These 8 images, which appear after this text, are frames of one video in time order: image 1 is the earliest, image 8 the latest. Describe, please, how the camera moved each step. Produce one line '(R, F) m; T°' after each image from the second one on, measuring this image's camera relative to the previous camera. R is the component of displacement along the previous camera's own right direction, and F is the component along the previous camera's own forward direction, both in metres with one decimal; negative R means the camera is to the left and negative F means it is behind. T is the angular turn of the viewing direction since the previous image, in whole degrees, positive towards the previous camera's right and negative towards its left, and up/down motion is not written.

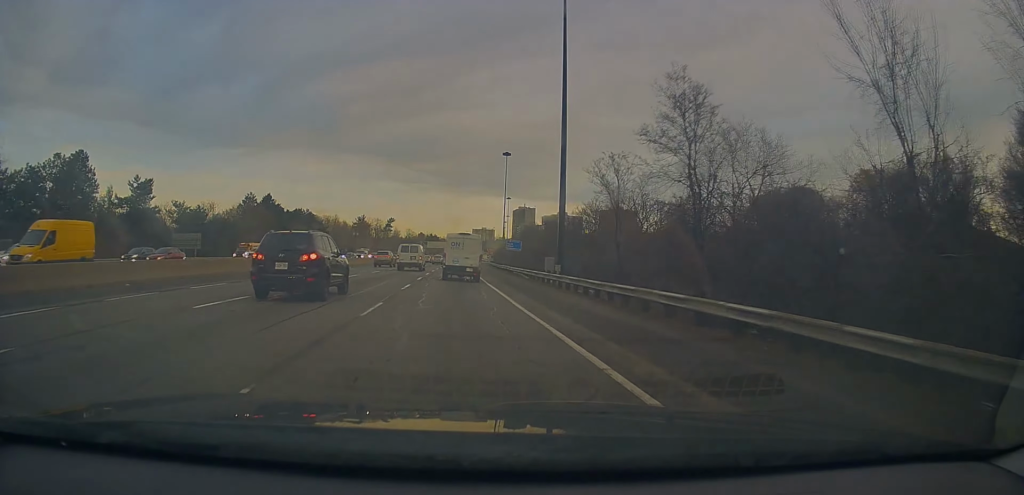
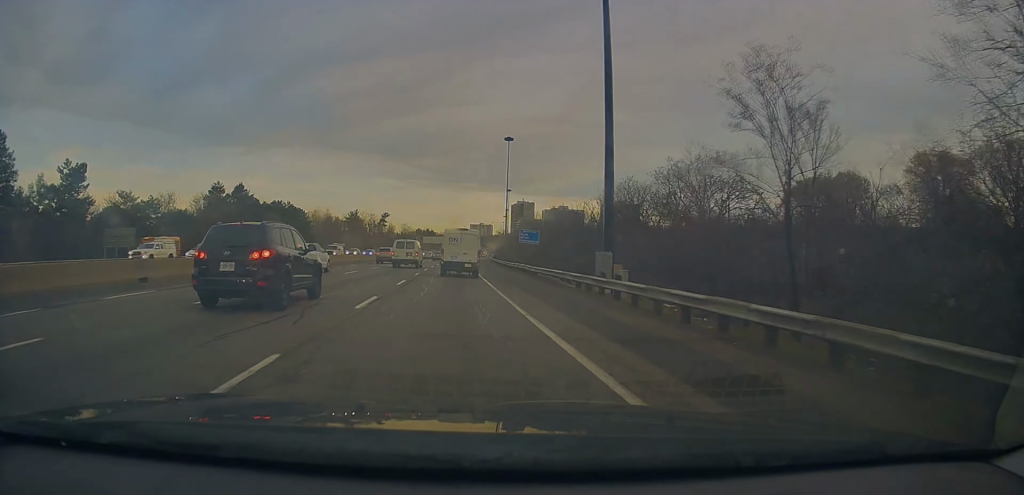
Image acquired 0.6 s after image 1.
(0.0, +16.8) m; 0°
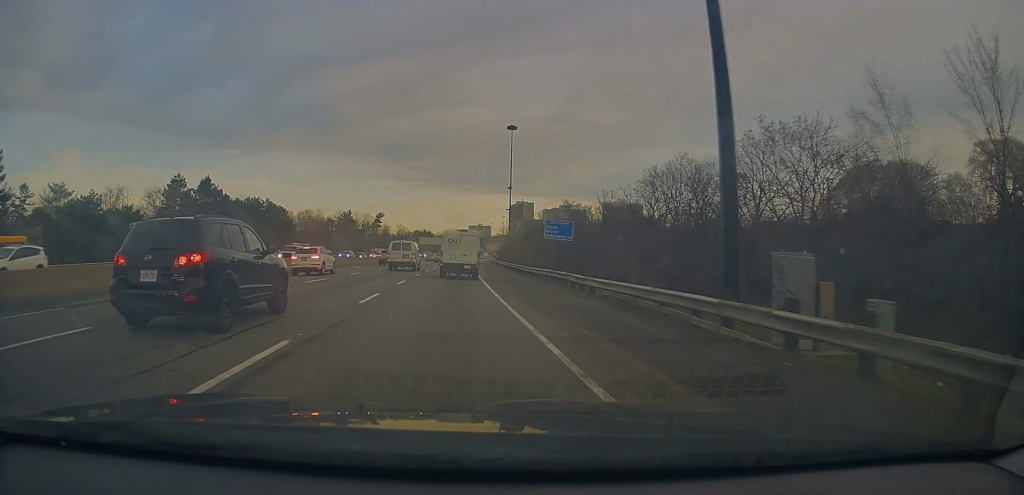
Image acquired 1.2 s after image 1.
(0.0, +16.0) m; 0°
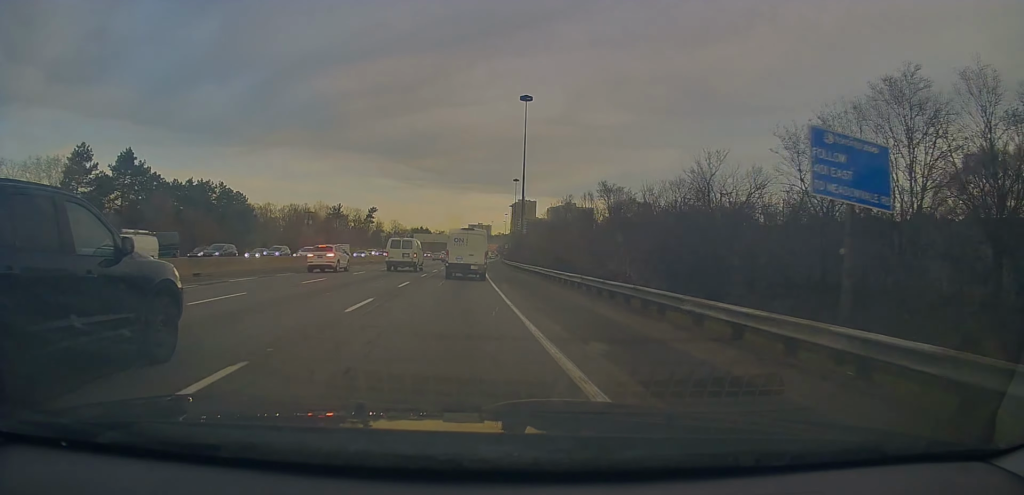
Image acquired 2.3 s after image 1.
(+0.2, +28.4) m; 0°
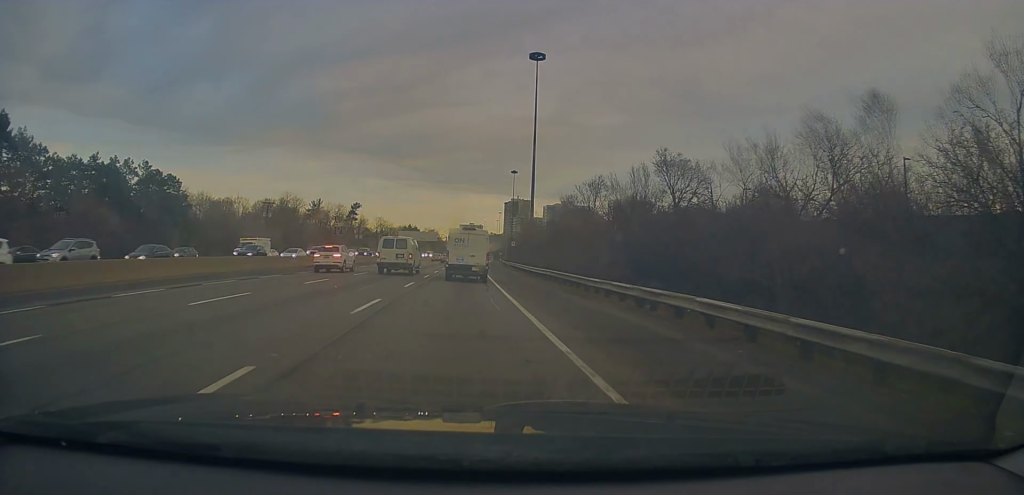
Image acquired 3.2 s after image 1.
(0.0, +27.0) m; +1°
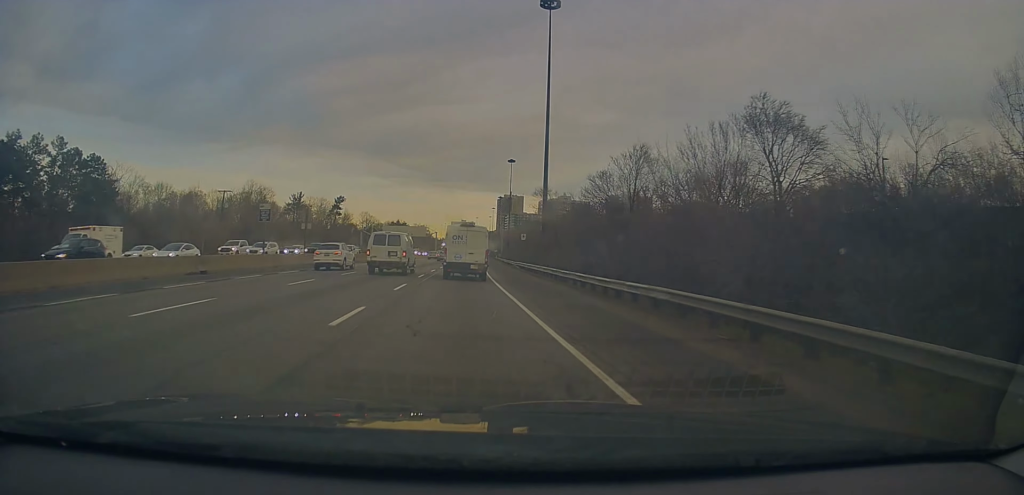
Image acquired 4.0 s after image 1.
(+0.2, +20.5) m; +1°
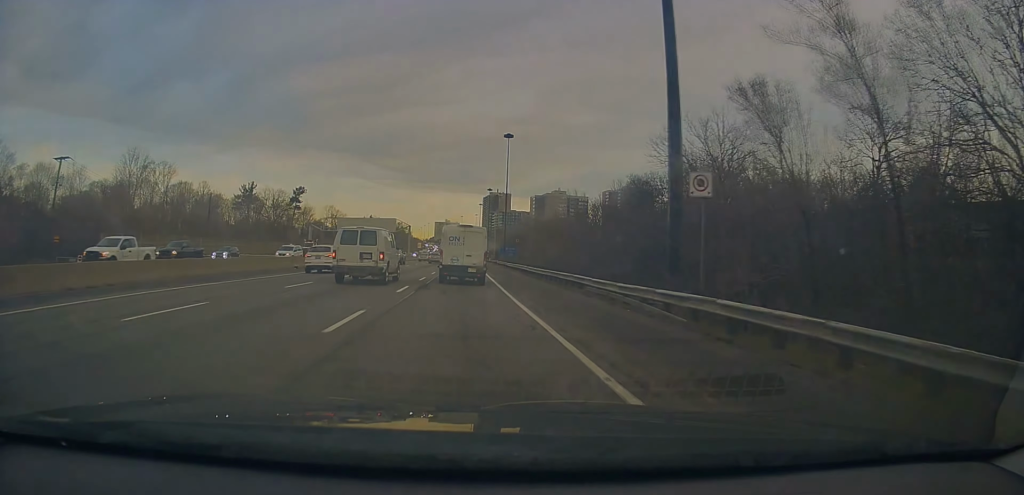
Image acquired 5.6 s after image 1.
(+0.6, +45.0) m; +2°
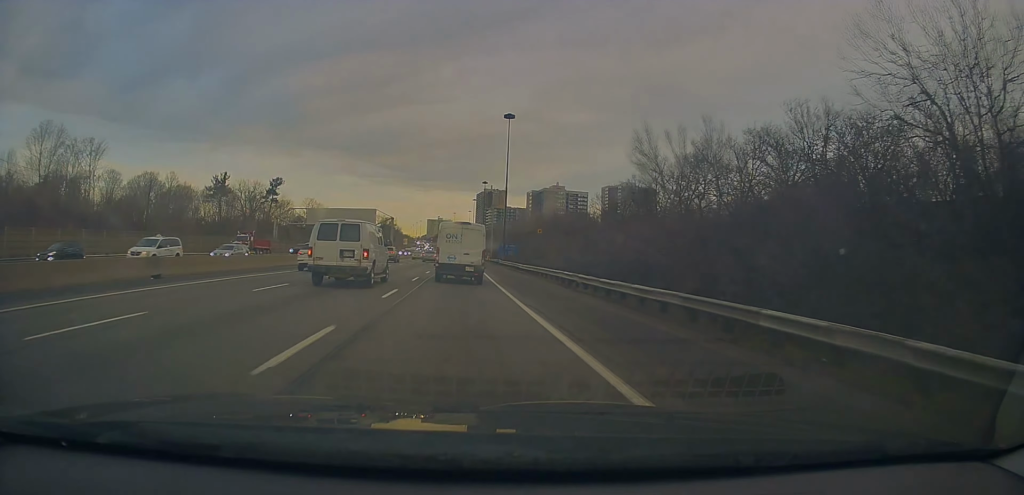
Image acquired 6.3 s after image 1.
(+0.1, +20.7) m; +1°
